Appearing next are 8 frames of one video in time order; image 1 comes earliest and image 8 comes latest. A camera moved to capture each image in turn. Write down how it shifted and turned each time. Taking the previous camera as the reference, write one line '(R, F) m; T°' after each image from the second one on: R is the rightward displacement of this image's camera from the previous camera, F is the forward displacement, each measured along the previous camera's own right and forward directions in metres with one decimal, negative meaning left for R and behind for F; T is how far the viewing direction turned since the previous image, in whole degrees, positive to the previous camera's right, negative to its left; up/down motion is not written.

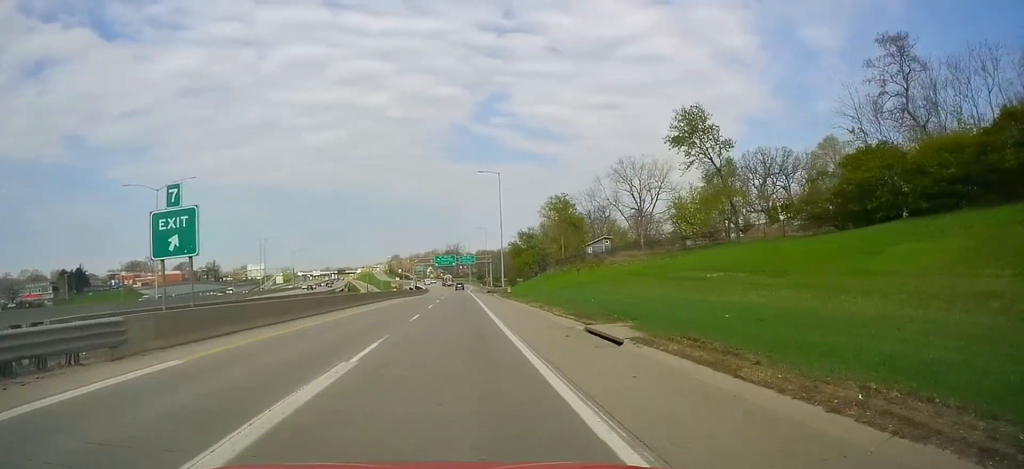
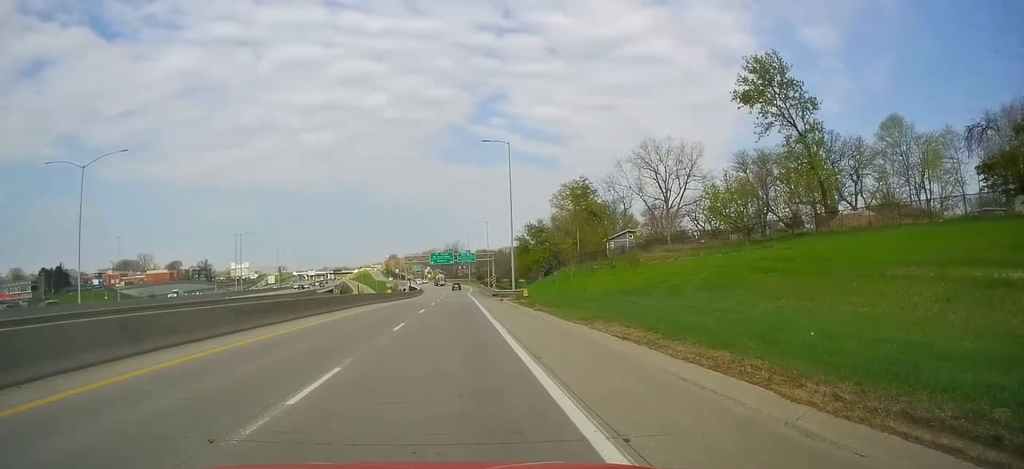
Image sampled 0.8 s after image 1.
(+0.4, +17.3) m; +1°
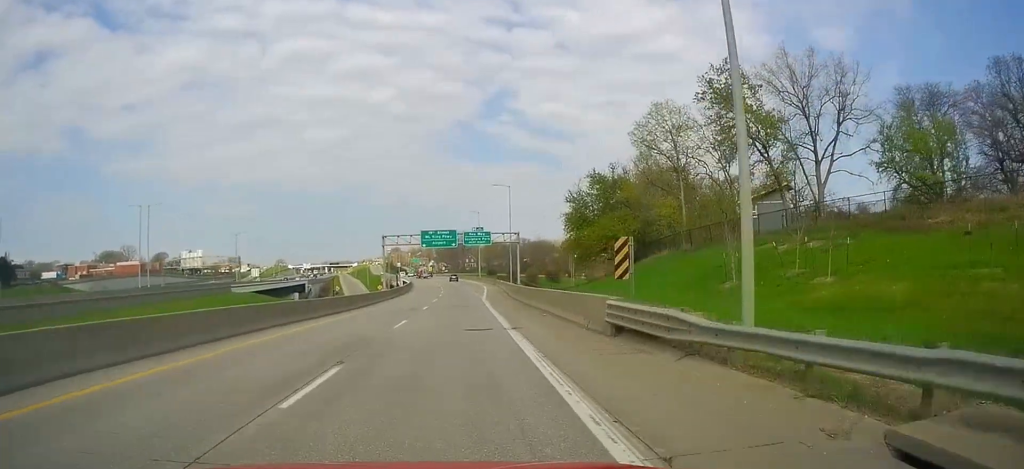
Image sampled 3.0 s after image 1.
(-0.5, +47.5) m; -2°
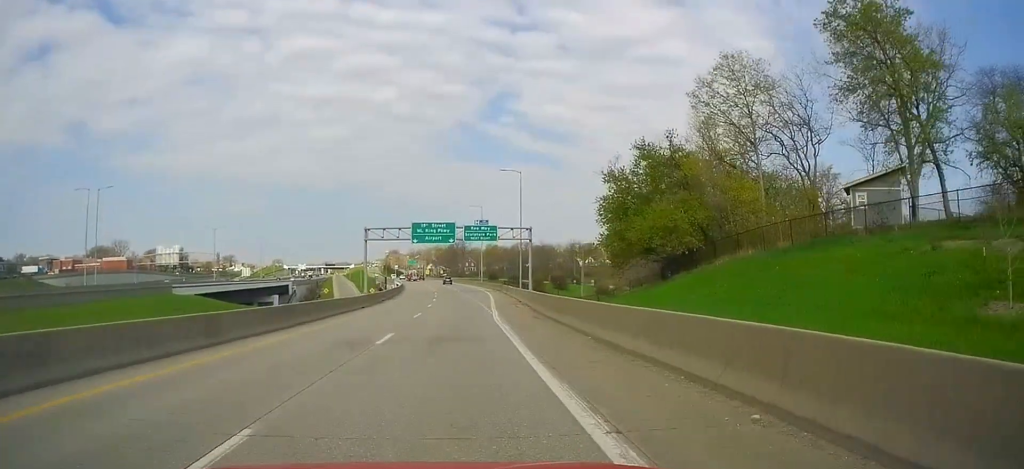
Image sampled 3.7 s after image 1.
(0.0, +15.5) m; 0°
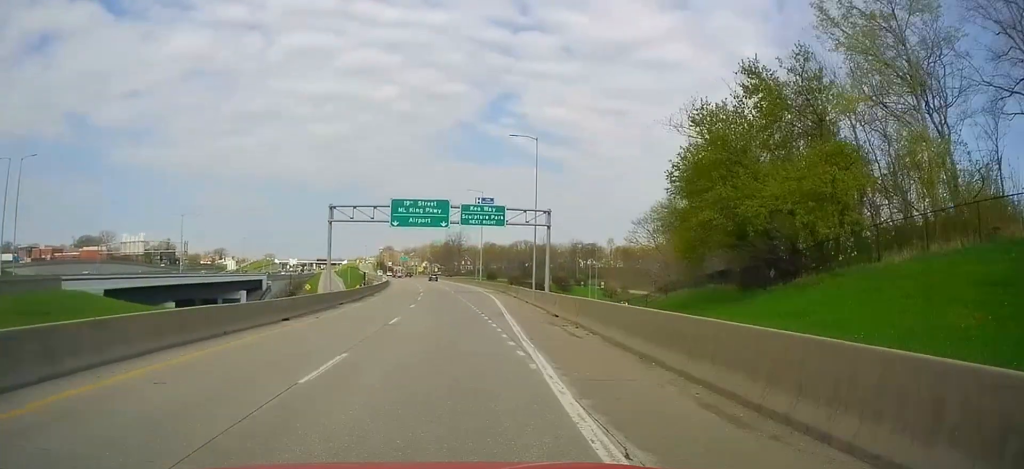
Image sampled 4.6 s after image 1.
(0.0, +18.1) m; 0°
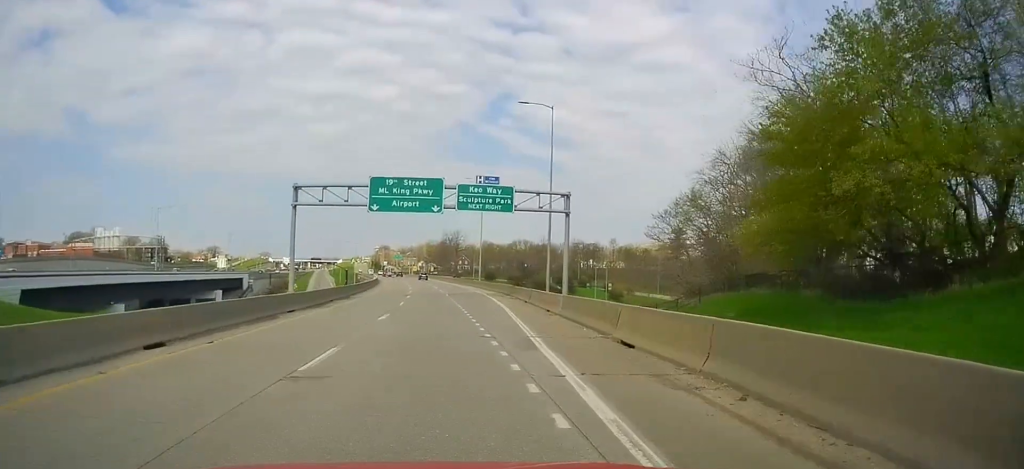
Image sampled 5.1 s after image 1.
(0.0, +11.3) m; +1°
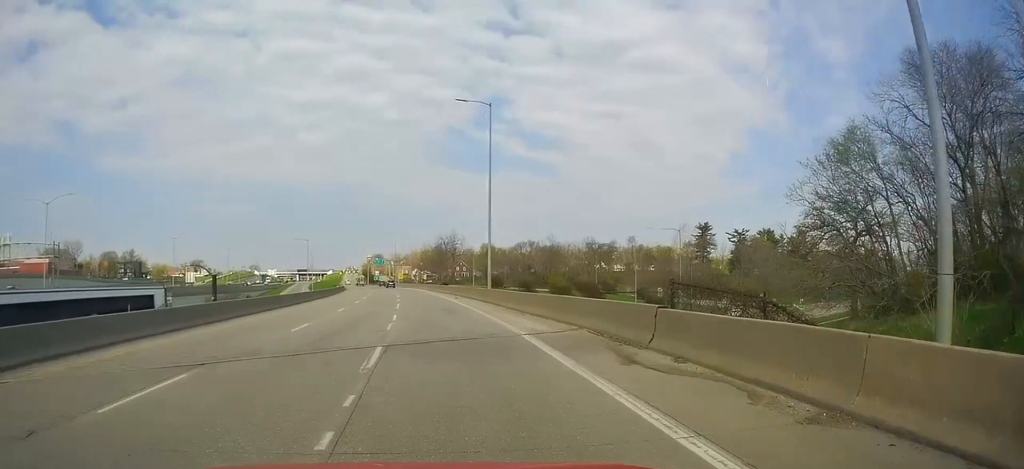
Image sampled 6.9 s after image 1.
(+0.6, +39.5) m; 0°
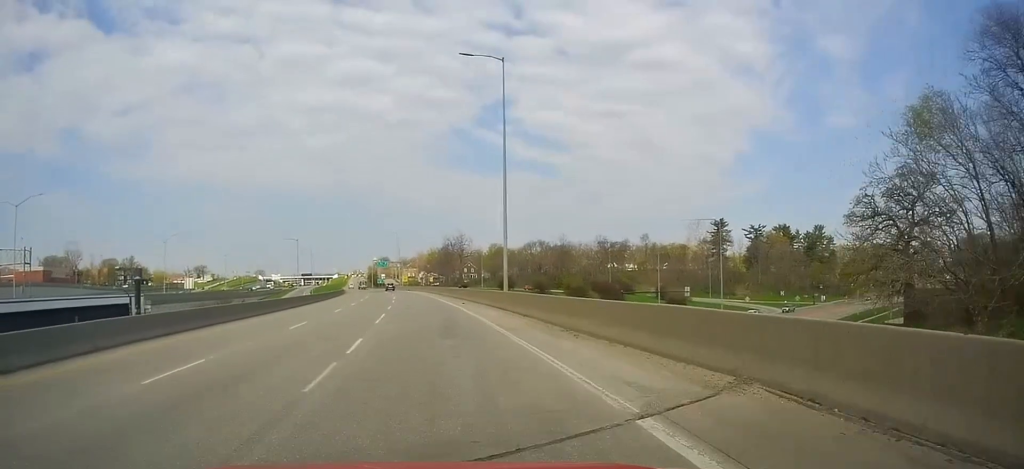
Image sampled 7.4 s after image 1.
(-0.2, +10.2) m; -1°
